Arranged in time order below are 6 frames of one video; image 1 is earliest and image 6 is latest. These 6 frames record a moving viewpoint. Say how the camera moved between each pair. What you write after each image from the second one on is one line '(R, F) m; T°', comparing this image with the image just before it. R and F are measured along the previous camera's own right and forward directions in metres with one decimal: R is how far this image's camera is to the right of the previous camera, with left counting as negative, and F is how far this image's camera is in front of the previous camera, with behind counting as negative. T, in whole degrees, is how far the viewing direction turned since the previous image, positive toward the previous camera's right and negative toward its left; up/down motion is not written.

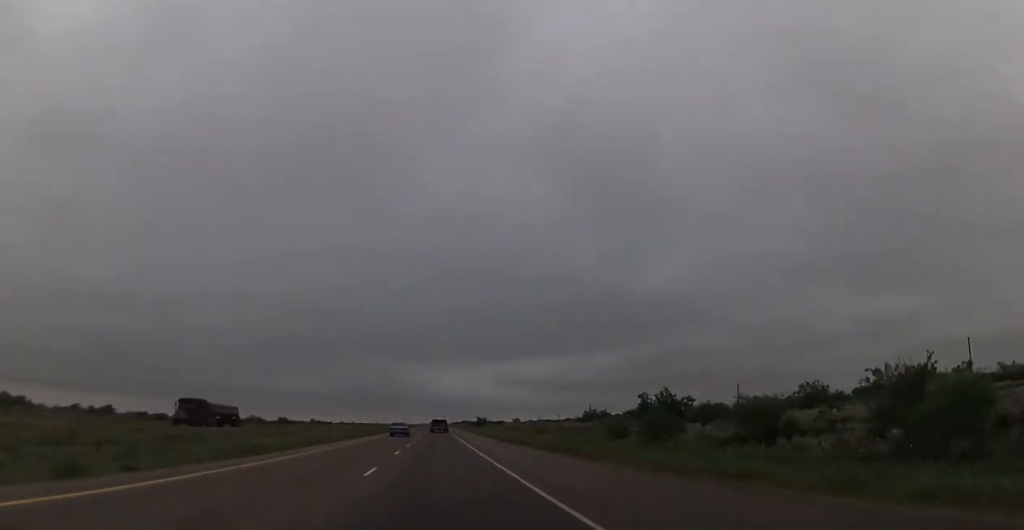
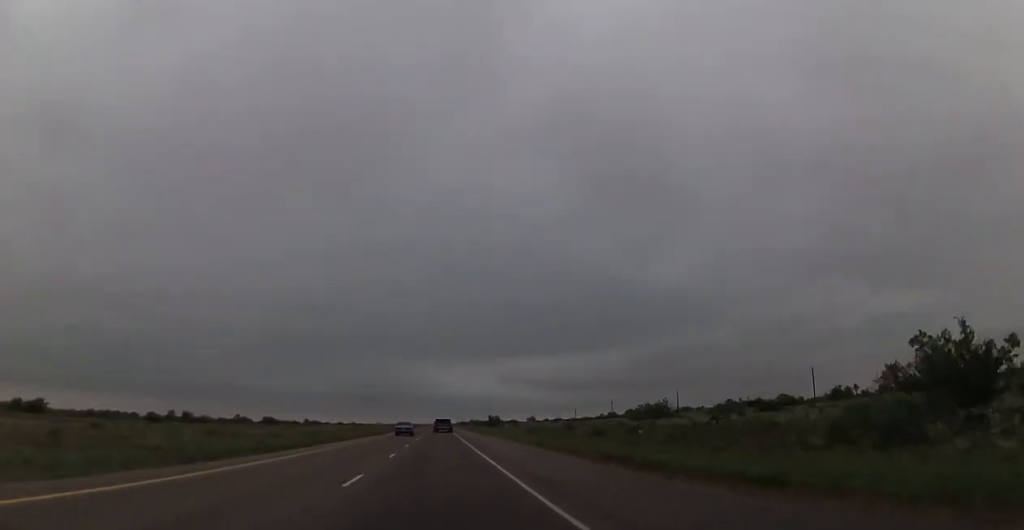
(+0.1, +39.2) m; 0°
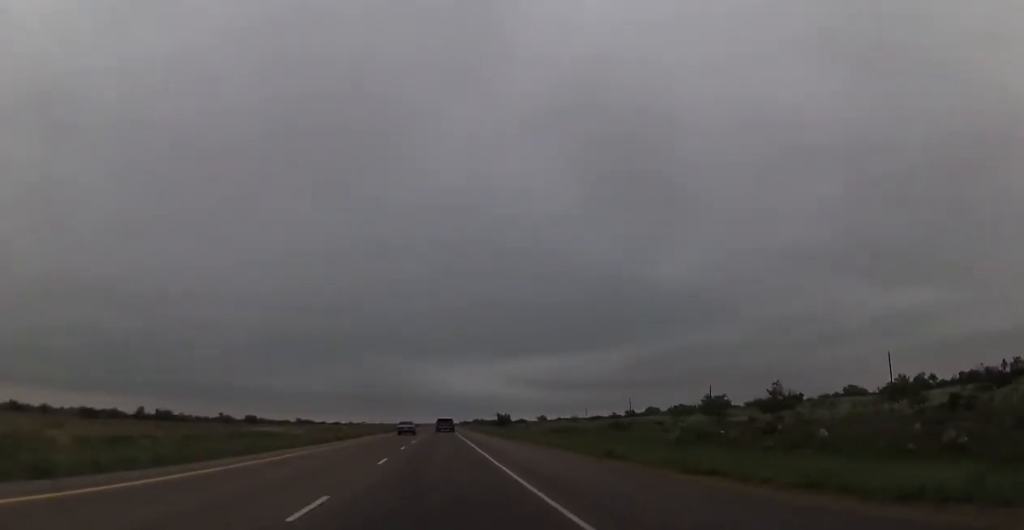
(-0.1, +29.4) m; -1°
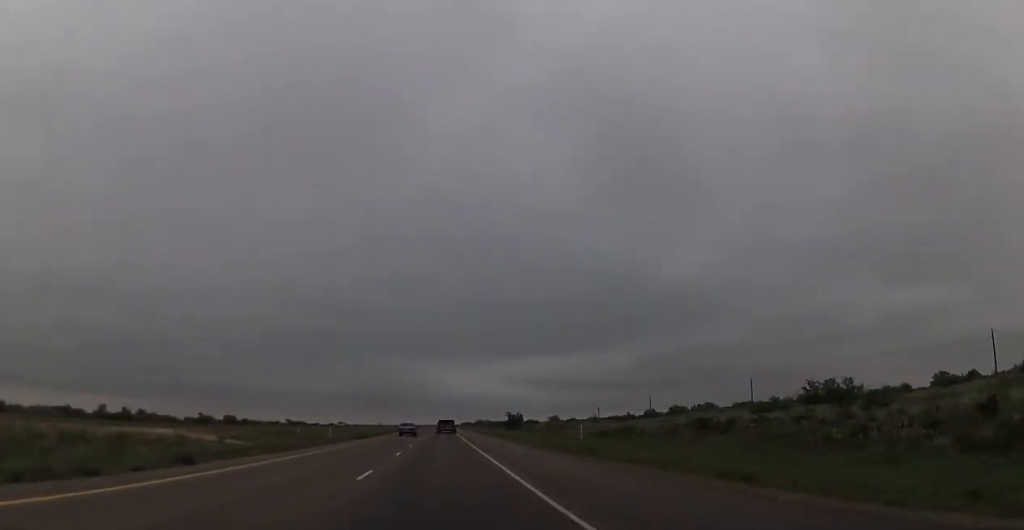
(-0.3, +29.4) m; -1°
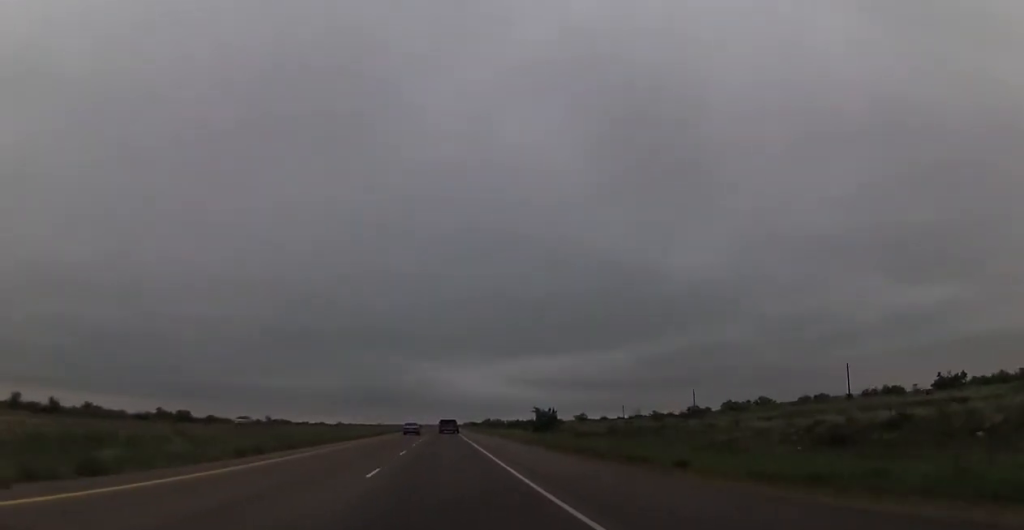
(+0.2, +47.8) m; +1°
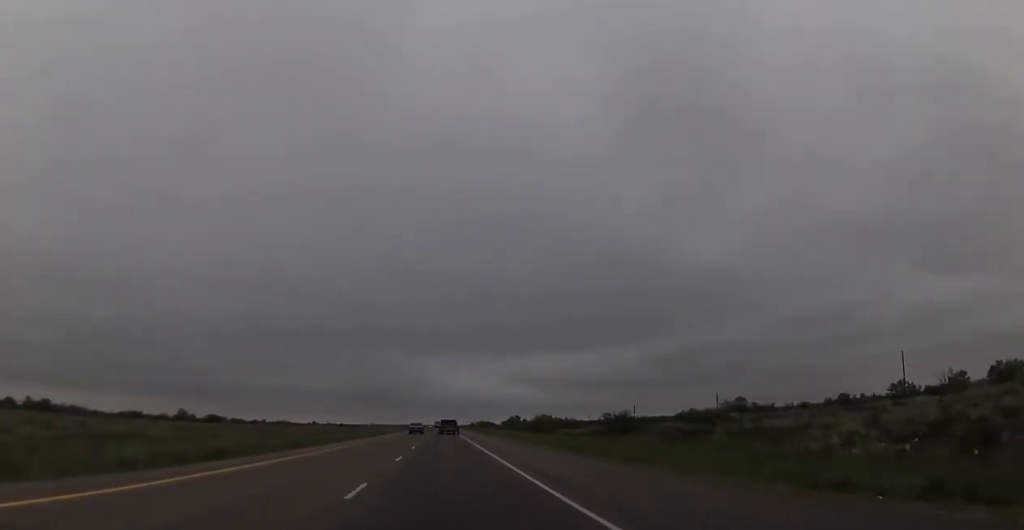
(-0.8, +114.1) m; 0°
